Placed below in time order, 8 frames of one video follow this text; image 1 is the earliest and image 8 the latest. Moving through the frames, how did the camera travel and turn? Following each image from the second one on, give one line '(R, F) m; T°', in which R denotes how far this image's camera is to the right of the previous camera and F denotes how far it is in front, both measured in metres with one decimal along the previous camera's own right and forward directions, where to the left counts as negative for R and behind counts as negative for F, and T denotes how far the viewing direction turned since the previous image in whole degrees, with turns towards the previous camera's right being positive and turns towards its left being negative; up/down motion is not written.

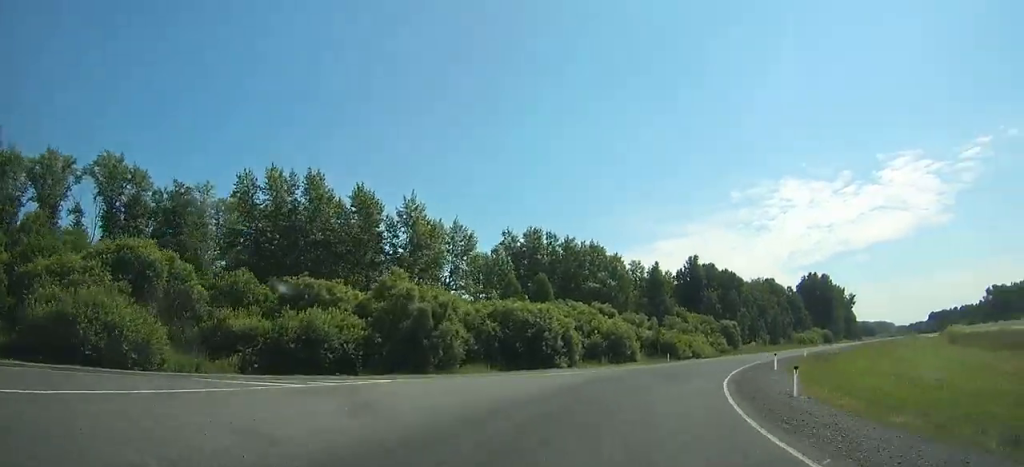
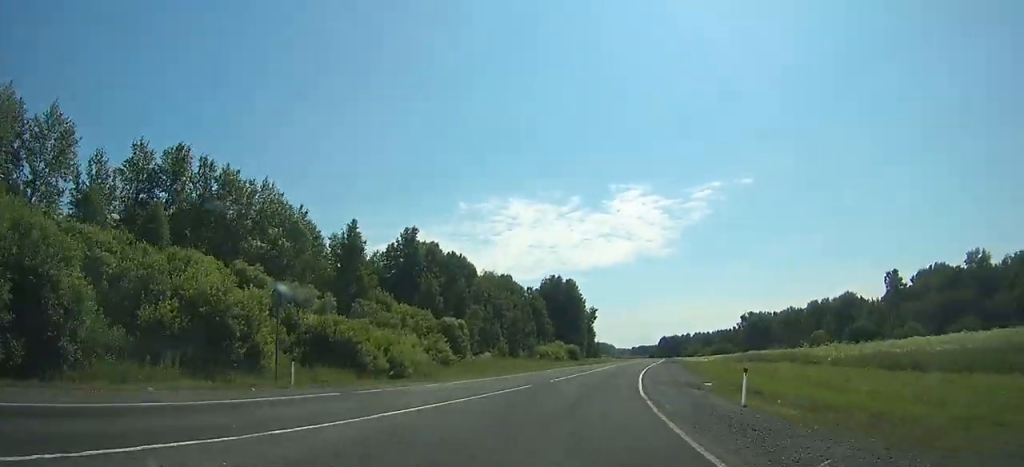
(+5.9, +36.8) m; +16°
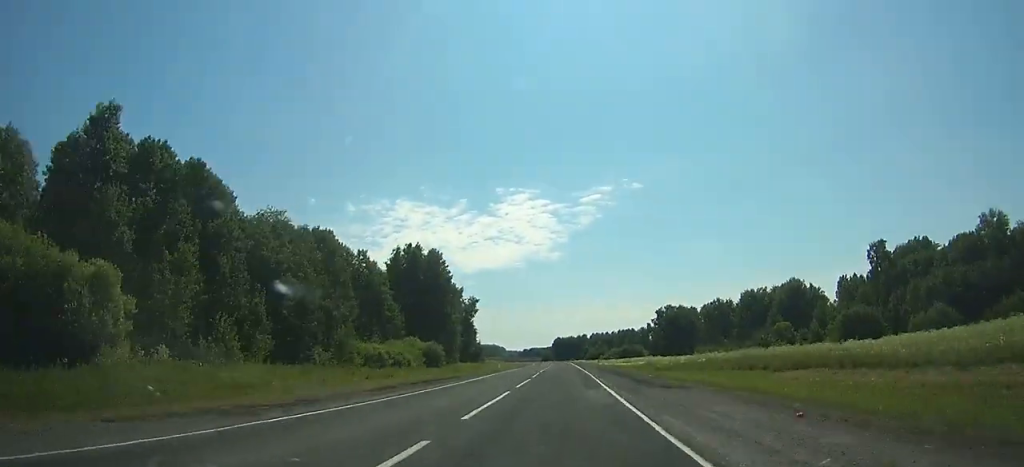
(+7.6, +48.9) m; +11°
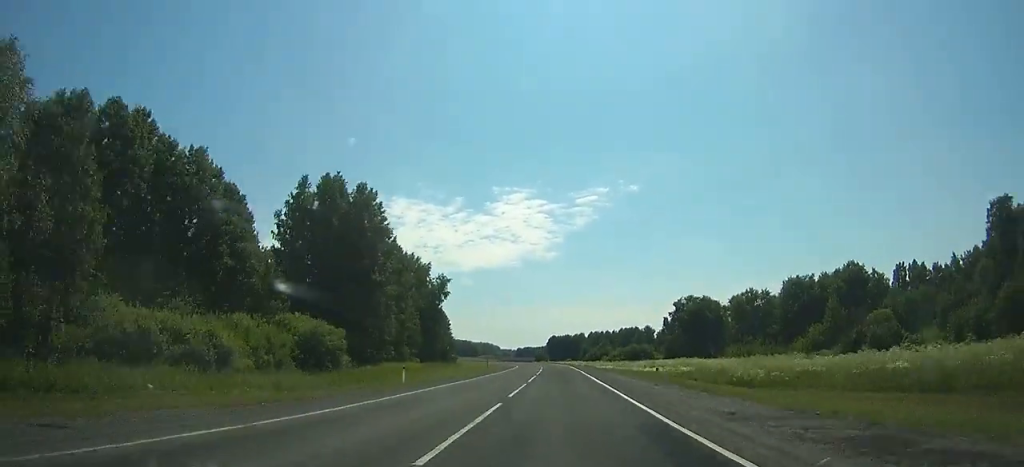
(+1.2, +40.5) m; +1°
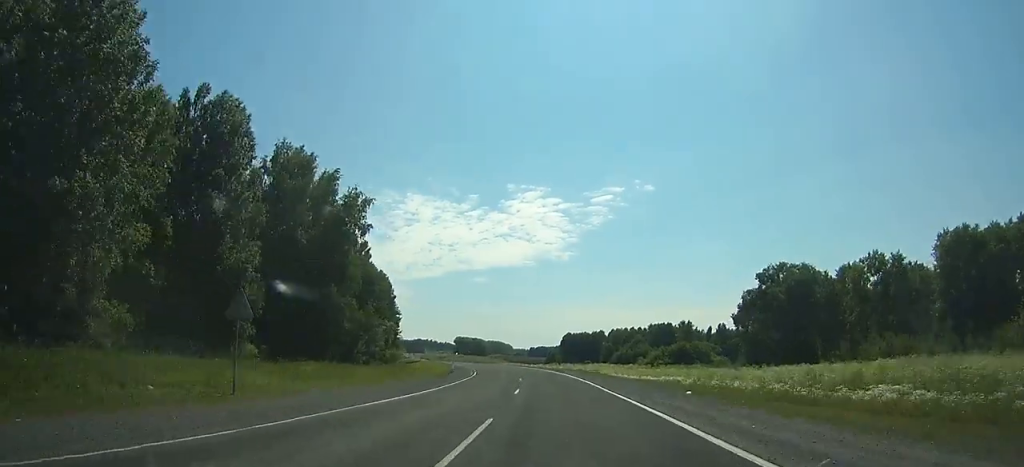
(-0.5, +62.9) m; -3°
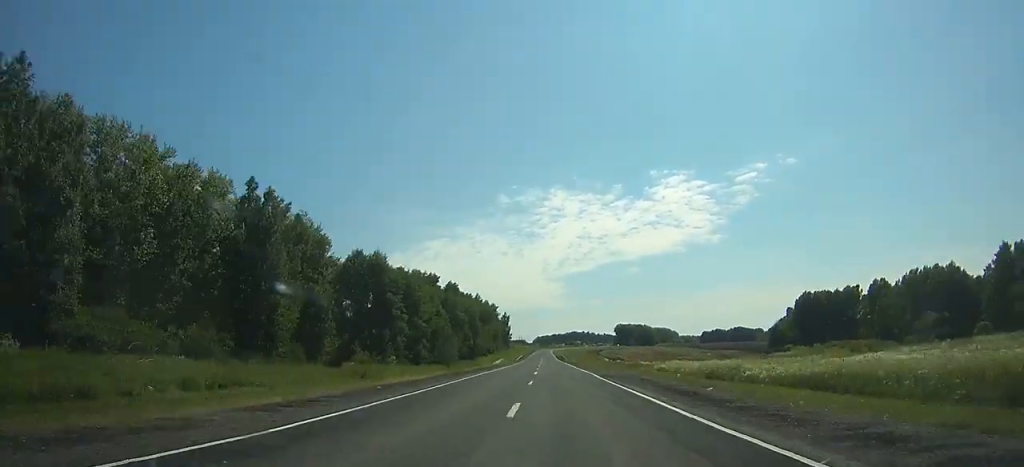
(-23.5, +166.4) m; -13°
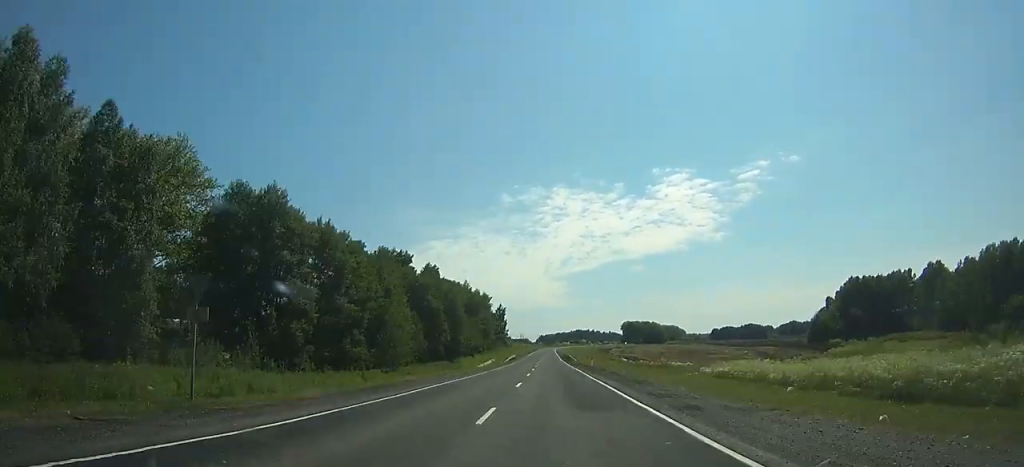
(-0.1, +37.4) m; -1°
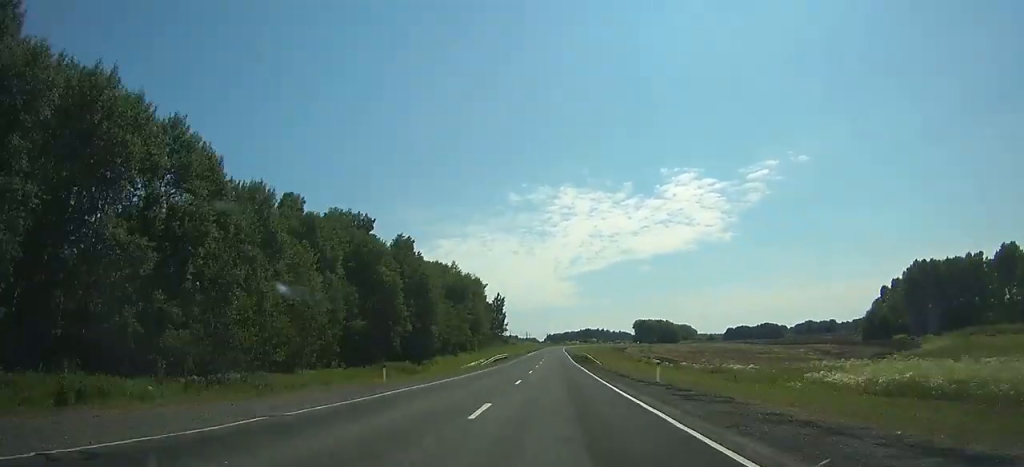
(-0.2, +36.0) m; 0°
